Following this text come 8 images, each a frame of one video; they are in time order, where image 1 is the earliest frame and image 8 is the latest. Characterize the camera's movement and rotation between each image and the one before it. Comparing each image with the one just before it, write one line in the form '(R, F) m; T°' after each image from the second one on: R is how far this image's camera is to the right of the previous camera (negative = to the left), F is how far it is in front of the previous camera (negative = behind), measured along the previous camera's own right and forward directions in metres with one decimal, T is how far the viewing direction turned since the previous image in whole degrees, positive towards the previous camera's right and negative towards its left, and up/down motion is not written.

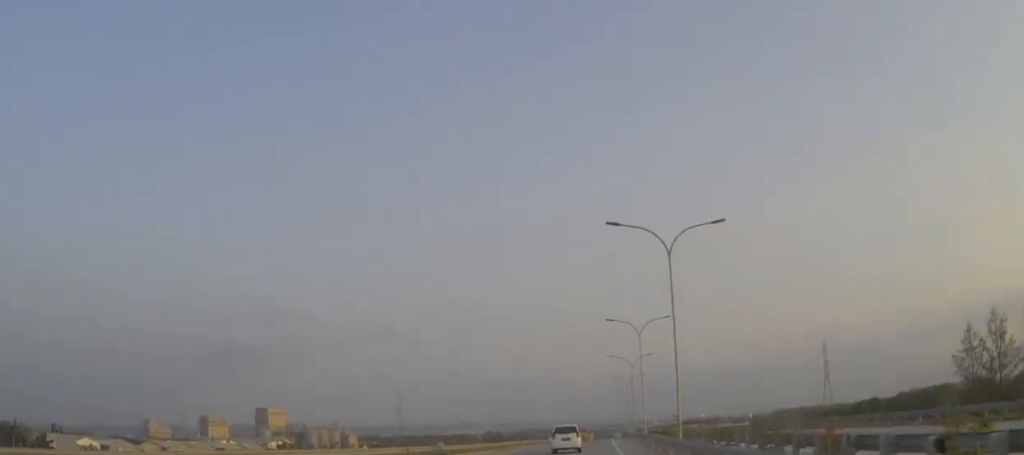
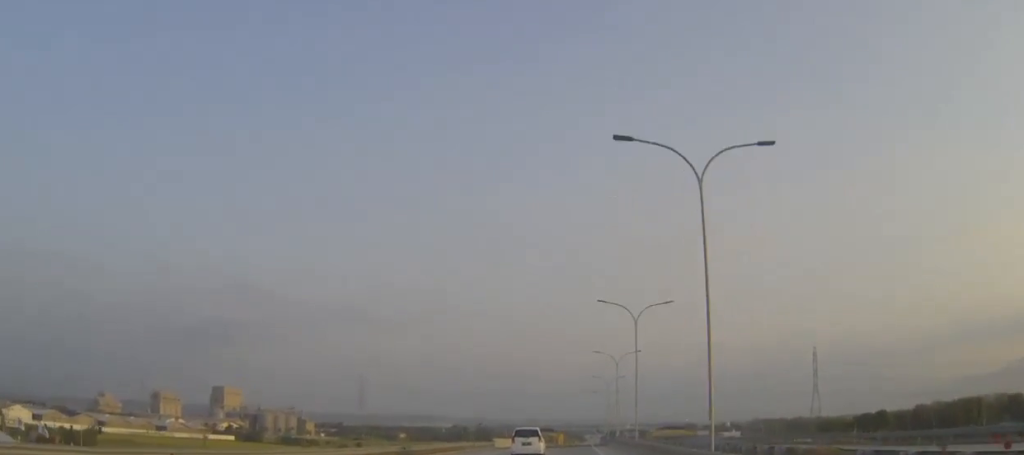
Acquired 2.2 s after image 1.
(+0.8, +43.8) m; +2°
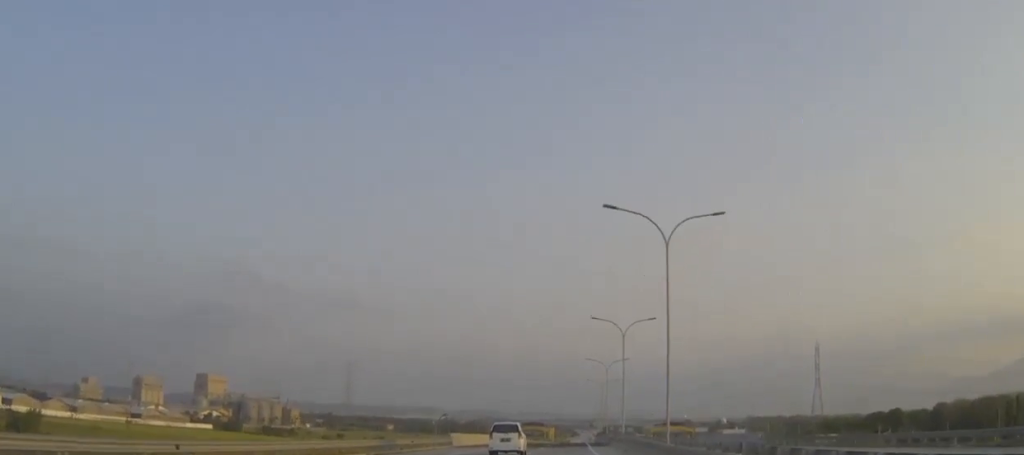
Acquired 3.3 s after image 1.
(+0.3, +23.0) m; +1°
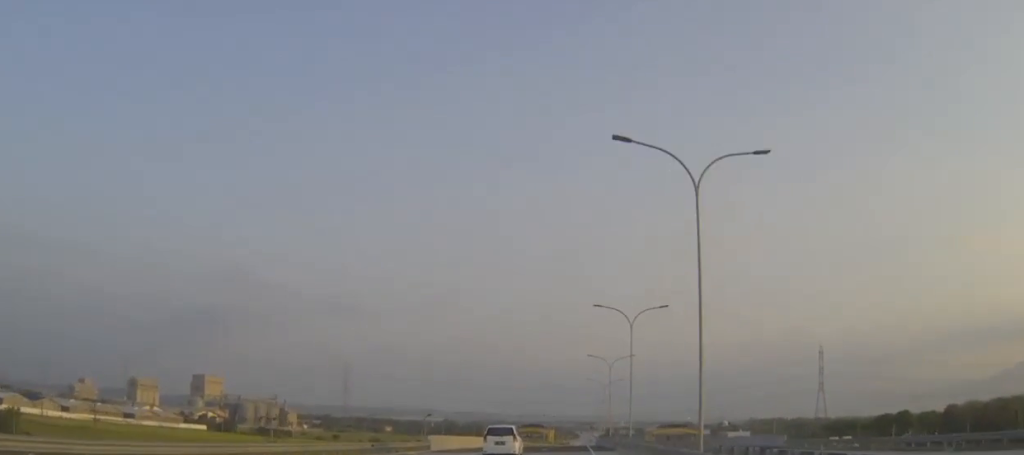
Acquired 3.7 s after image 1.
(0.0, +8.9) m; 0°
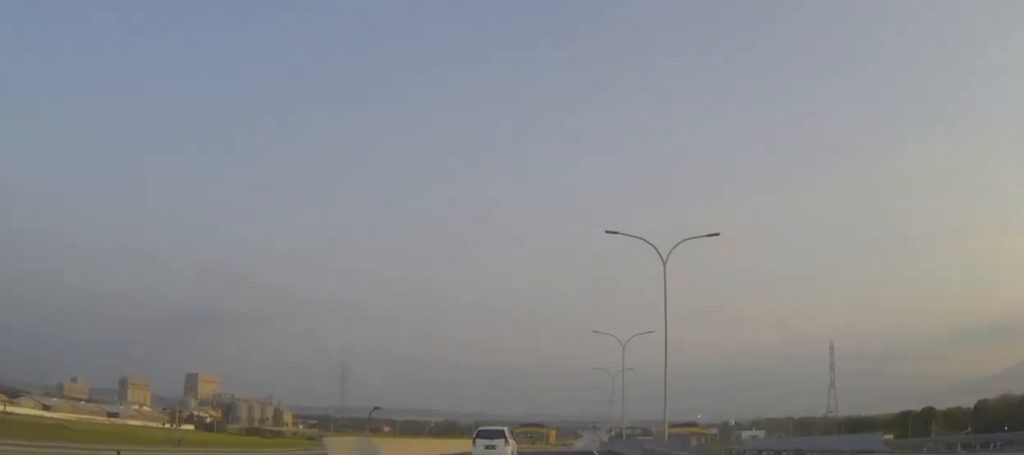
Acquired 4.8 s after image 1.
(0.0, +21.3) m; 0°
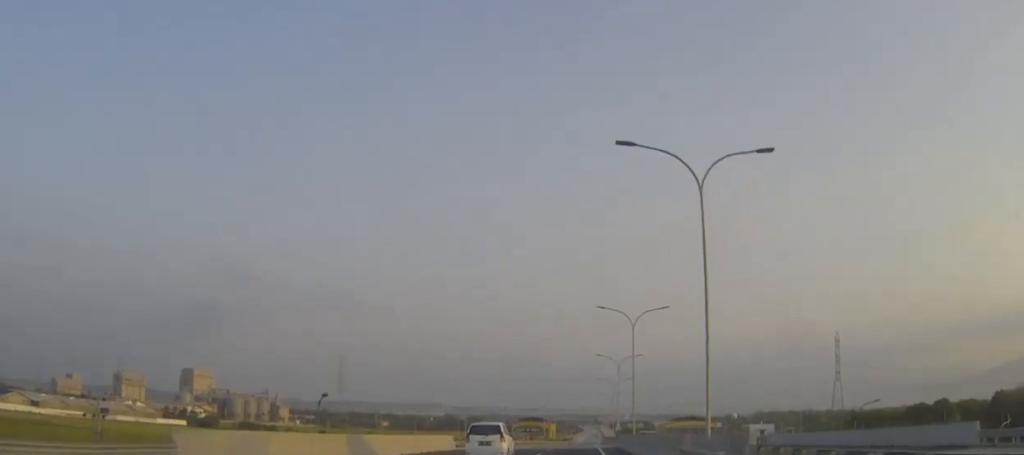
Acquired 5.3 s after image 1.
(0.0, +11.7) m; 0°
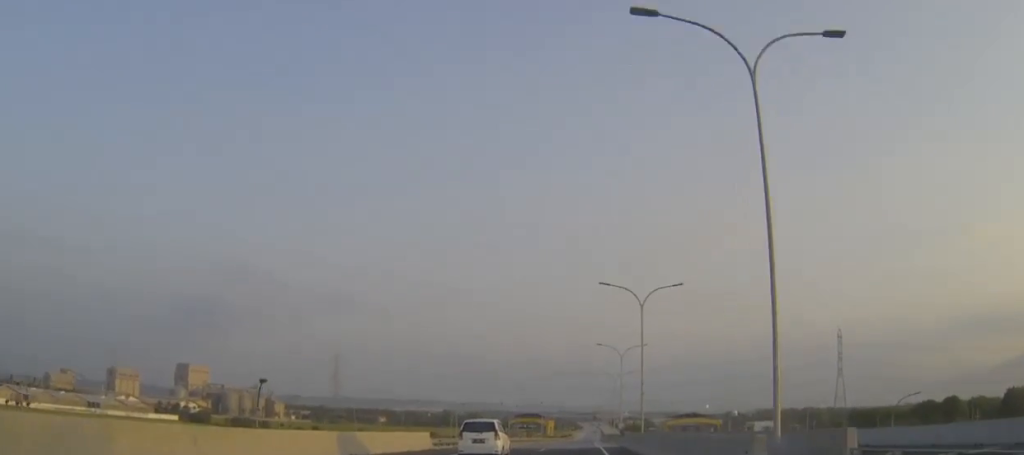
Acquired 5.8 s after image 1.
(0.0, +8.9) m; 0°
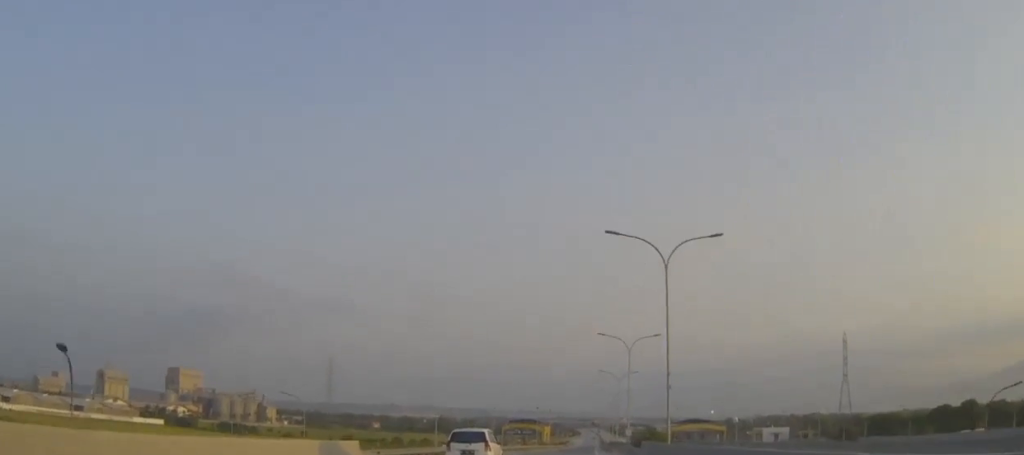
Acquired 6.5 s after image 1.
(0.0, +15.6) m; 0°
